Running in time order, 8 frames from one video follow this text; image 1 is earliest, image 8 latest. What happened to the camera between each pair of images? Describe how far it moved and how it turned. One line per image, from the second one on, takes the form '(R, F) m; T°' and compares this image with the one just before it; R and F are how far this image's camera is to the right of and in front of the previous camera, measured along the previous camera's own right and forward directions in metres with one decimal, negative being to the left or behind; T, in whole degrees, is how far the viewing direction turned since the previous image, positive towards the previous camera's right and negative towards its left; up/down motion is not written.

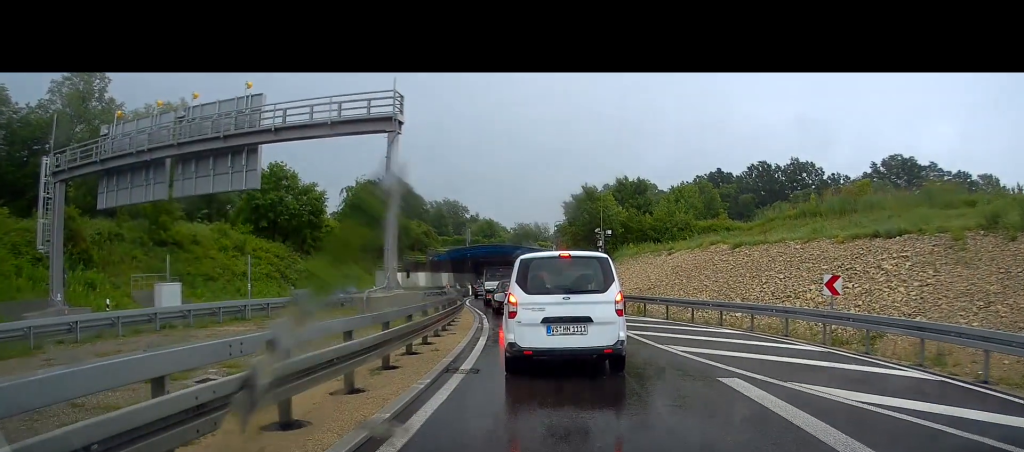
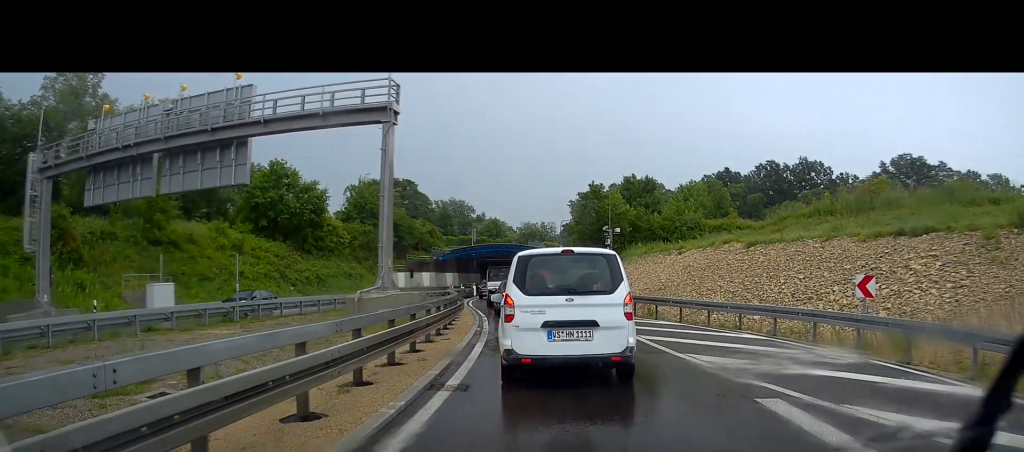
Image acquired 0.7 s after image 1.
(+0.3, +1.9) m; +1°
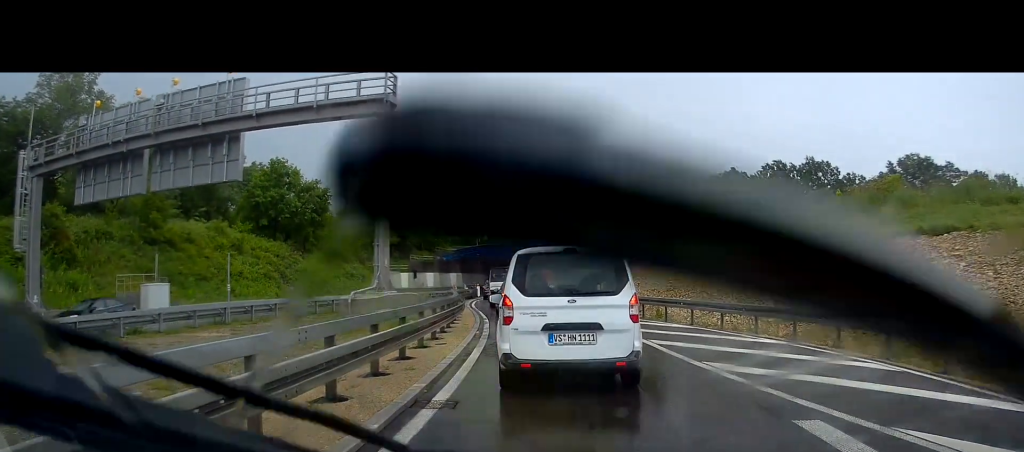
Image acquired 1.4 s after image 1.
(-0.2, +1.6) m; +2°
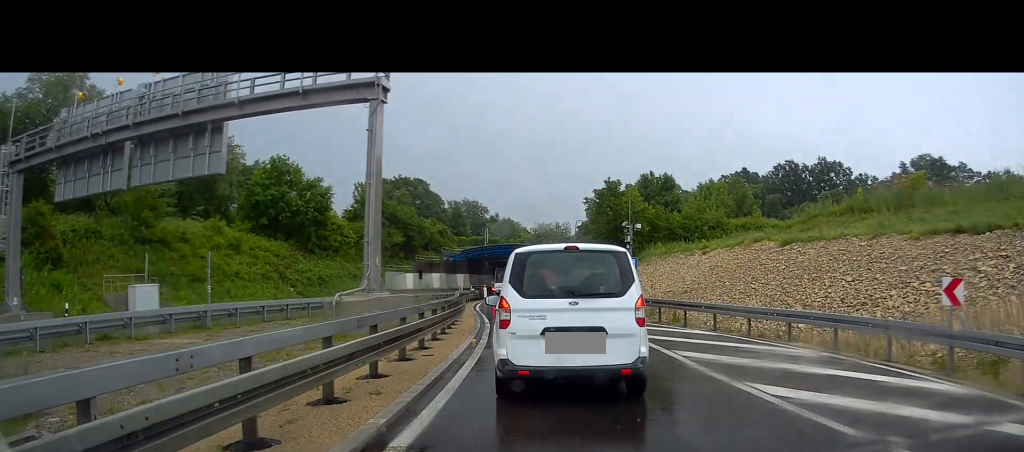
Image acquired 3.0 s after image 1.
(+0.3, +2.9) m; +5°
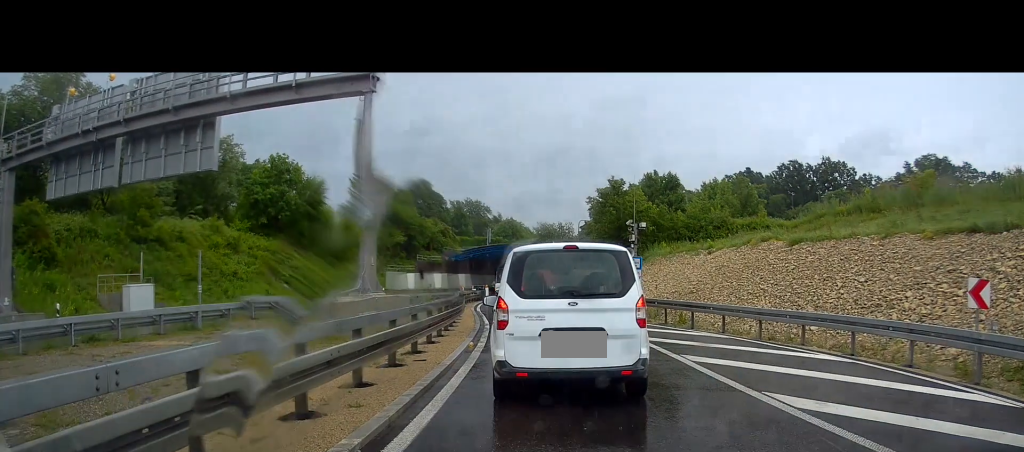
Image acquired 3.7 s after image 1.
(-0.2, +0.9) m; 0°
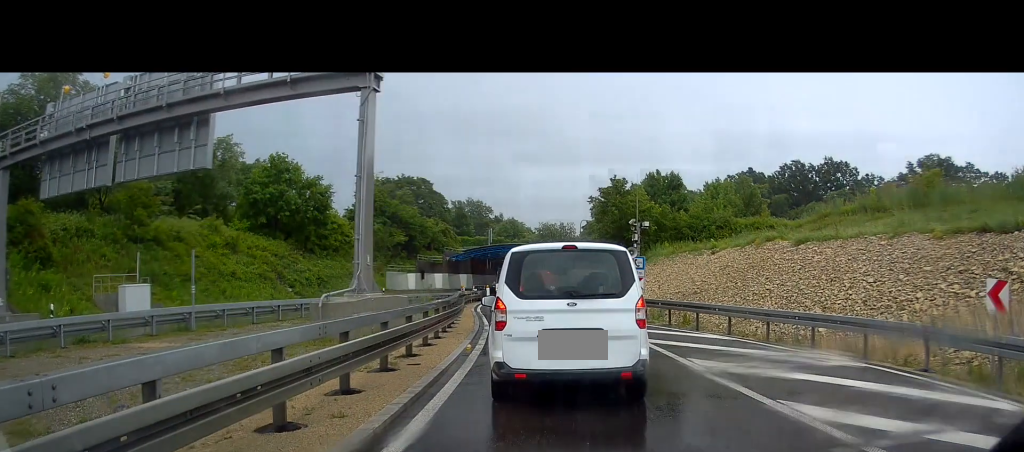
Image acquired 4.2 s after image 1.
(-0.2, +0.5) m; 0°
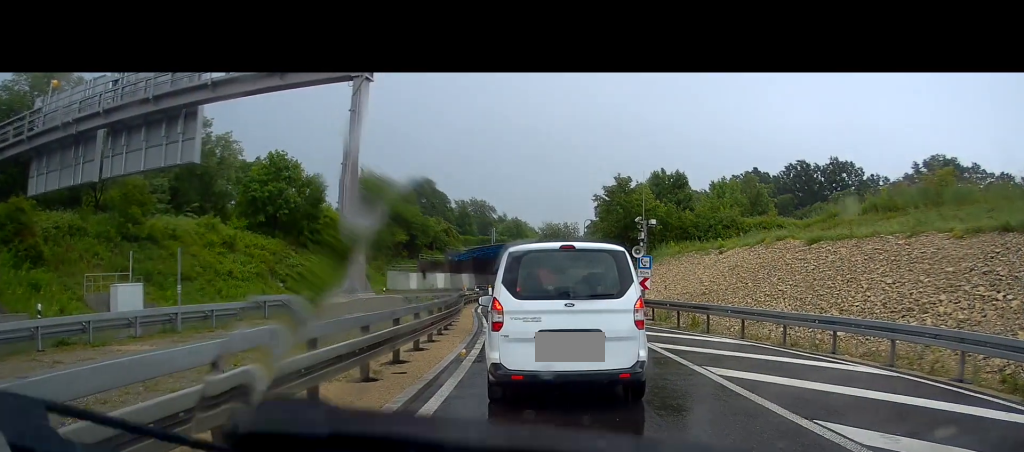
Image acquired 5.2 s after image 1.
(-0.3, +1.1) m; 0°
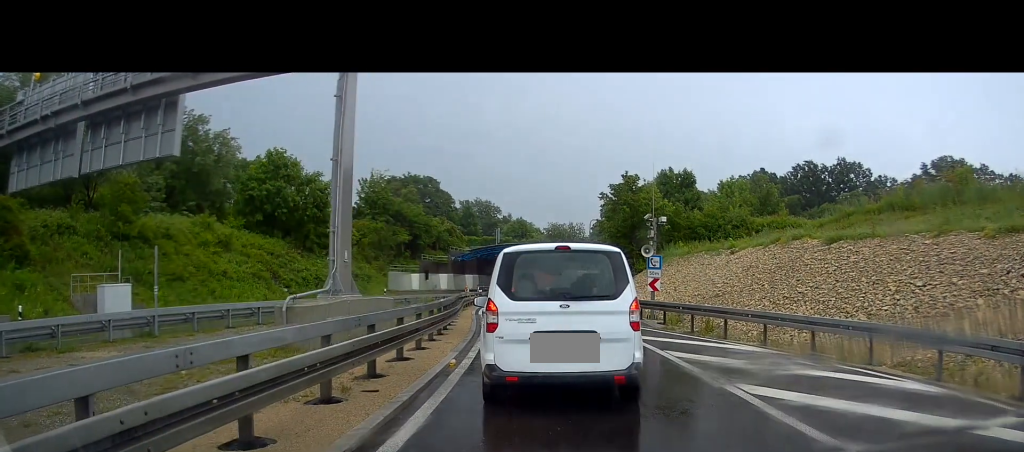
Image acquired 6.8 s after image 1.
(+0.3, +1.6) m; 0°
